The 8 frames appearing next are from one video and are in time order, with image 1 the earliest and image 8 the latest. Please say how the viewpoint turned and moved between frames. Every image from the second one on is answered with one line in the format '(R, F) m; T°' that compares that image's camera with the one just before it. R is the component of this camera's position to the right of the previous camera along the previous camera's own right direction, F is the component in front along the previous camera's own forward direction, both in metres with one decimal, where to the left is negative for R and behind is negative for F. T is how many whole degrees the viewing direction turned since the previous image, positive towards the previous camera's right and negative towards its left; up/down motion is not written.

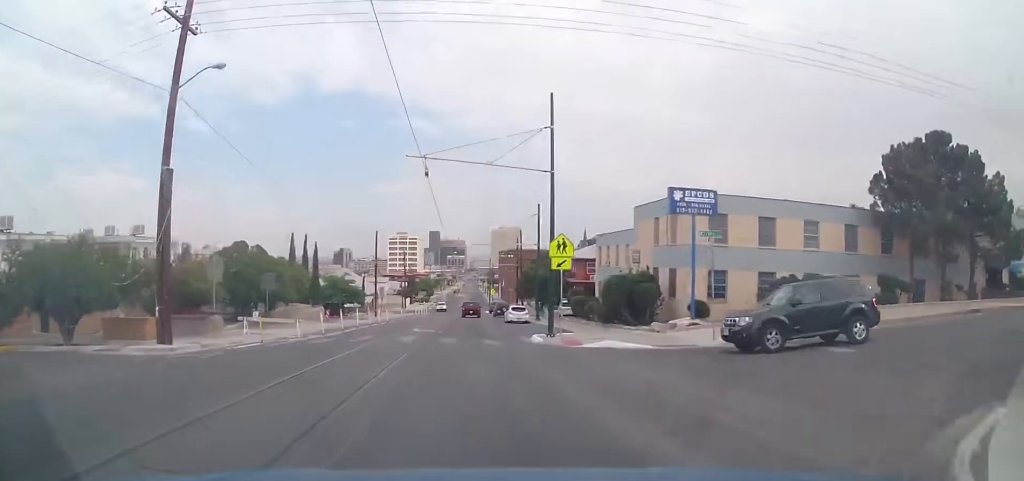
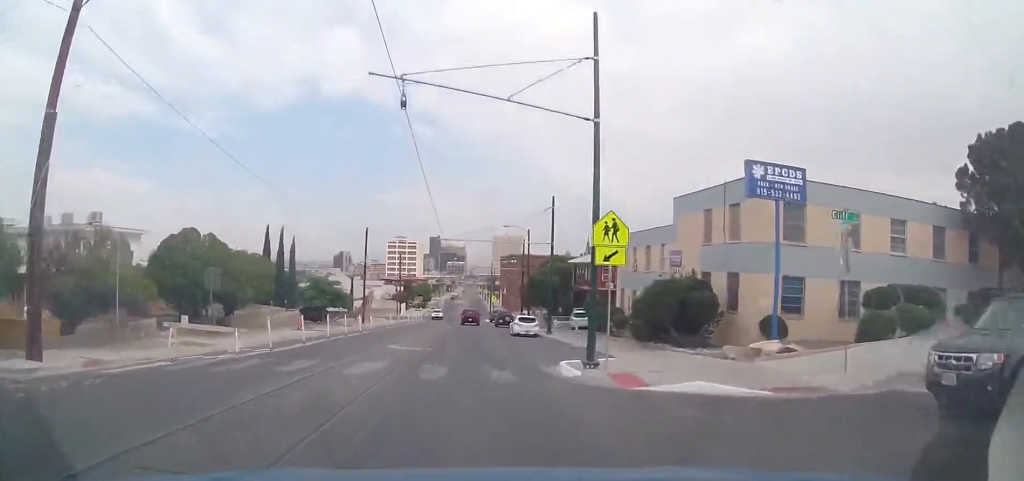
(0.0, +7.6) m; 0°
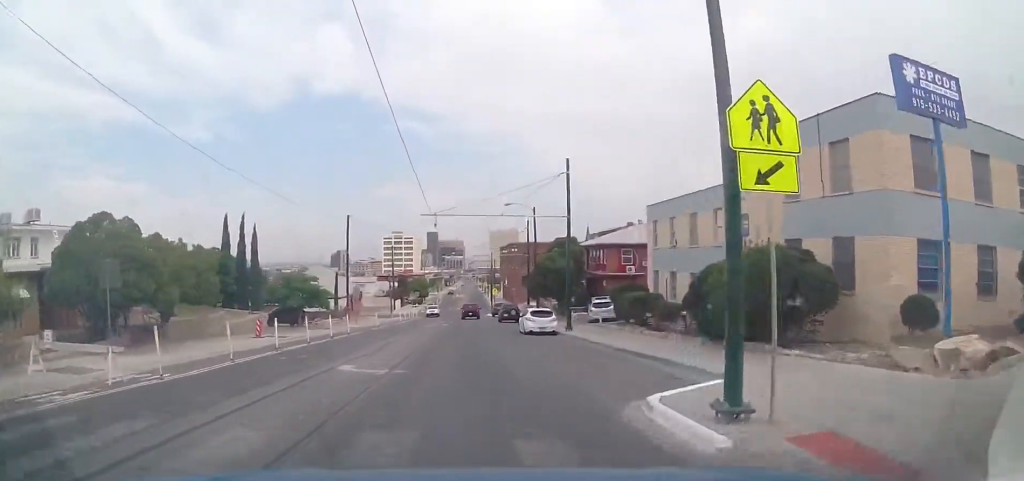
(0.0, +8.1) m; +1°
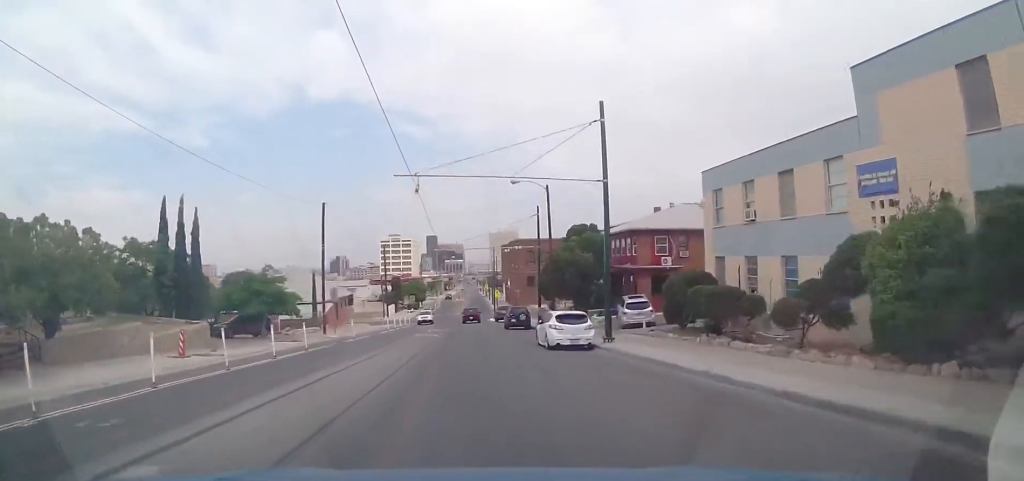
(+0.1, +9.1) m; +1°
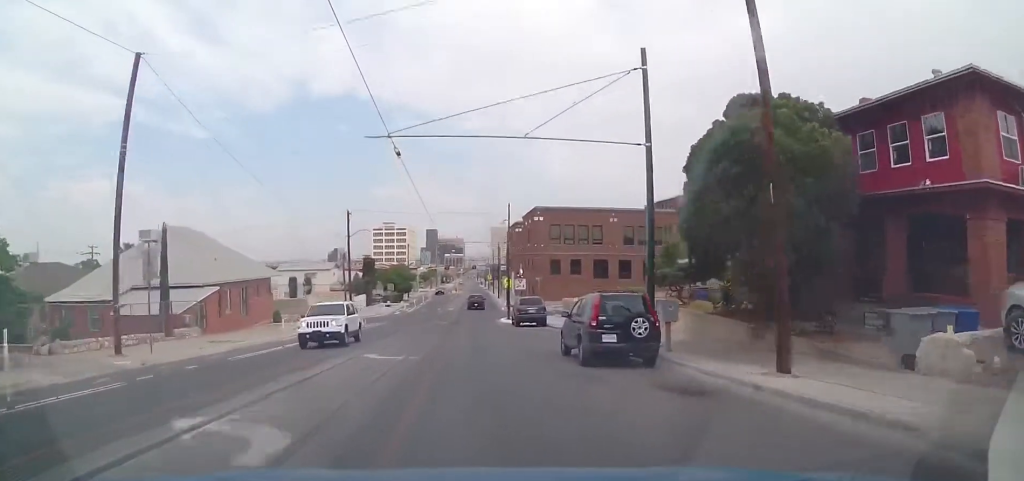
(+0.7, +28.5) m; +1°
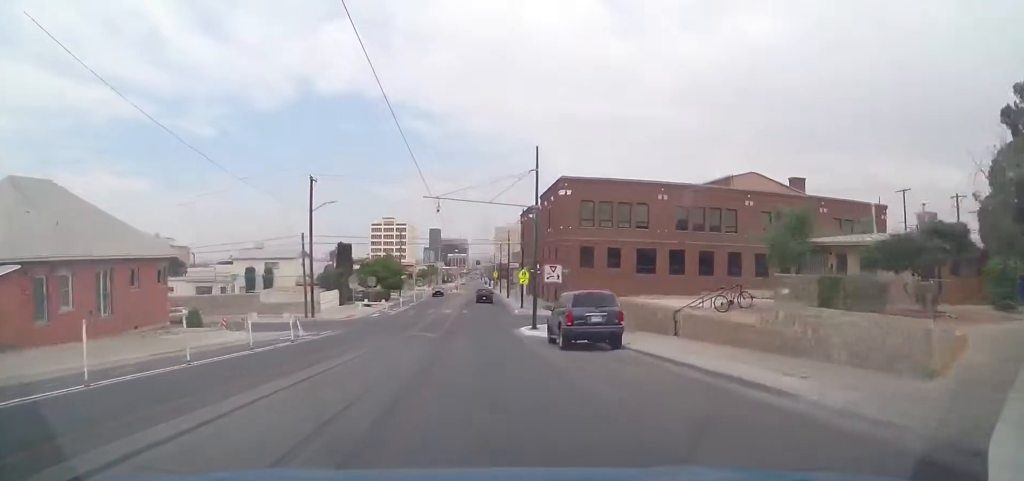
(-0.3, +17.5) m; -3°
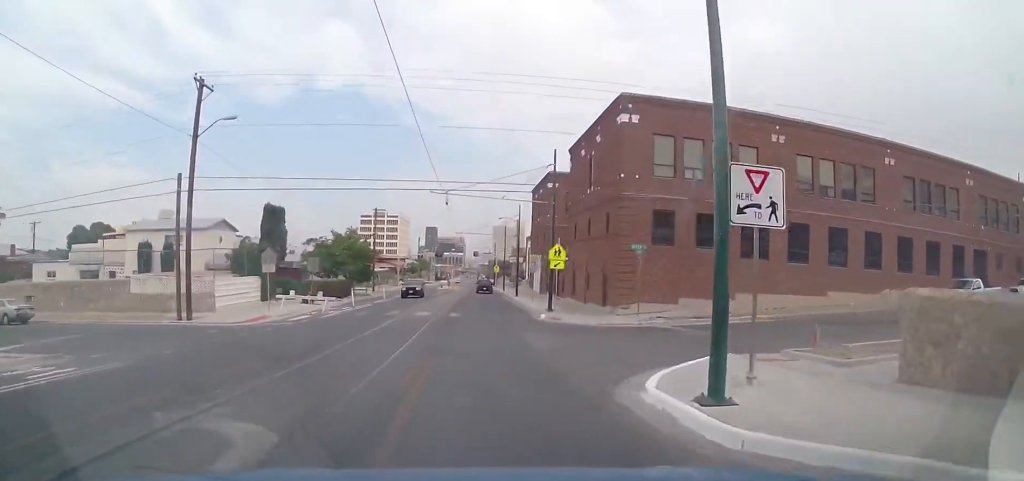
(-0.4, +22.5) m; 0°
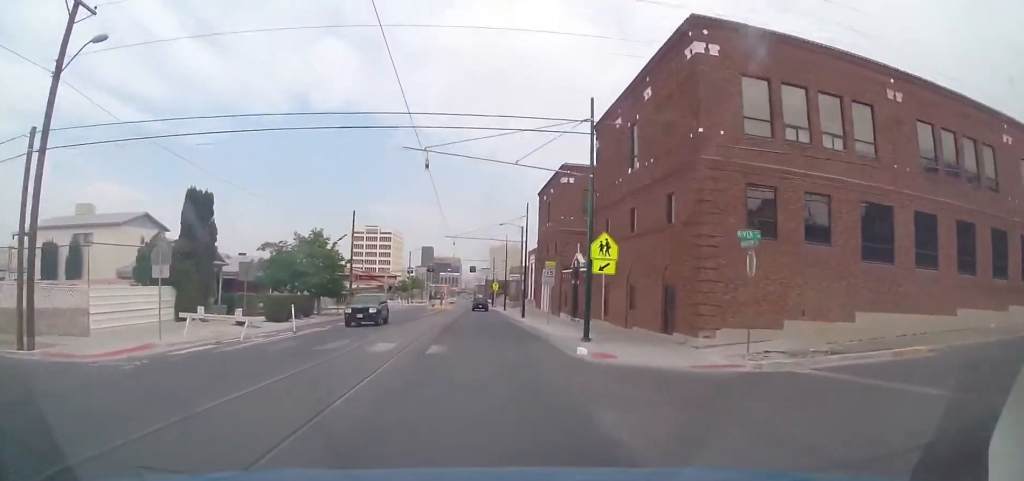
(+0.3, +11.6) m; +1°
